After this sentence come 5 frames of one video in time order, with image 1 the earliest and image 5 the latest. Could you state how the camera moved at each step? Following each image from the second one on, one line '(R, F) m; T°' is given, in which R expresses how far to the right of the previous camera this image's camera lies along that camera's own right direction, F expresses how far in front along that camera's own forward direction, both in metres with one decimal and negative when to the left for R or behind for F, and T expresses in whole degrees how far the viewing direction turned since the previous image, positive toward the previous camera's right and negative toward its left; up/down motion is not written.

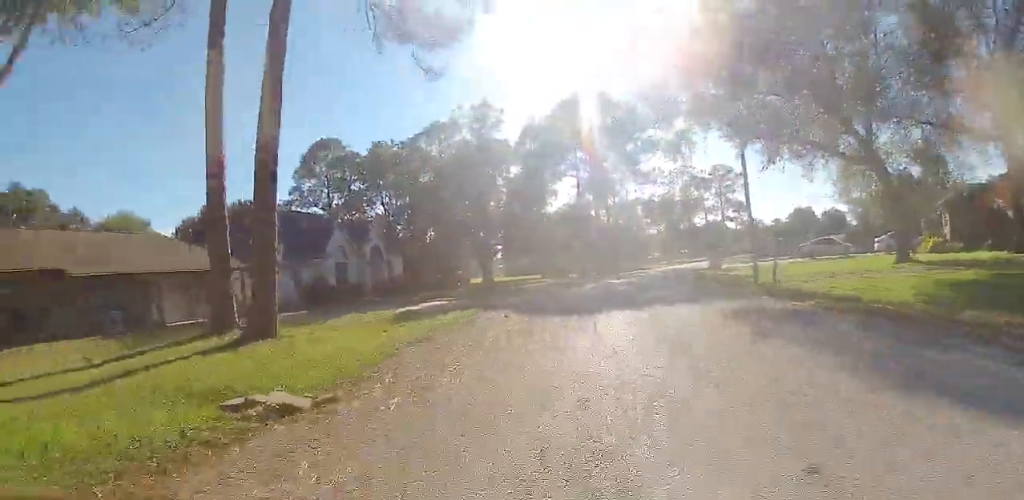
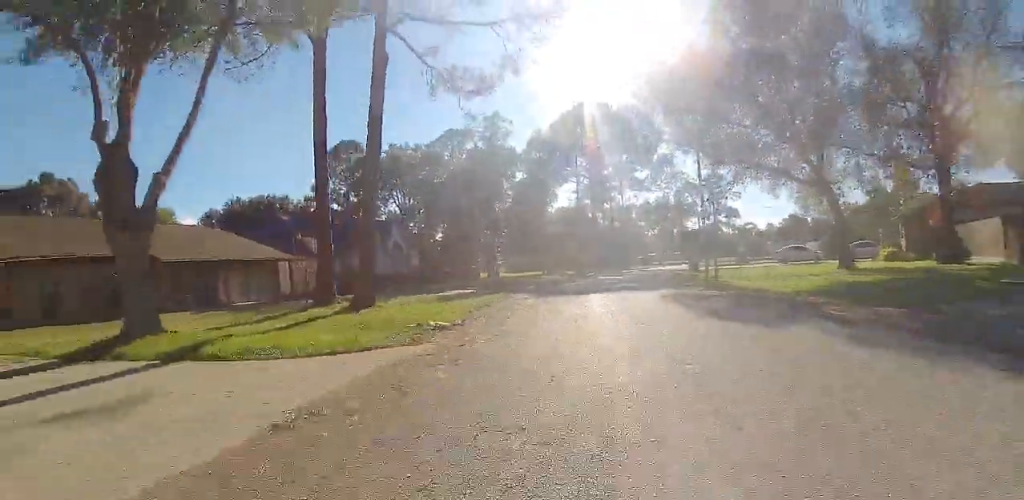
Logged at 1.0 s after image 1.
(-0.1, +5.5) m; -3°
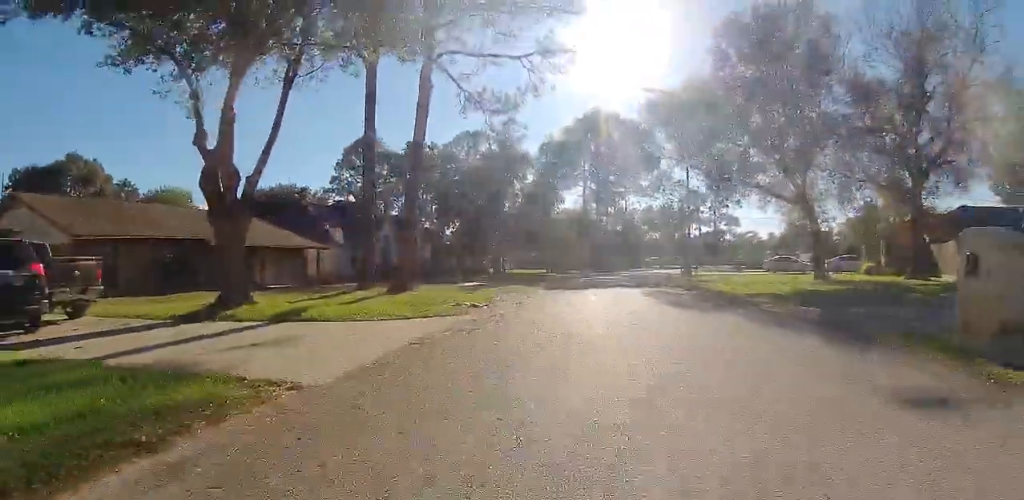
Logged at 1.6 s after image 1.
(-0.2, +3.4) m; 0°
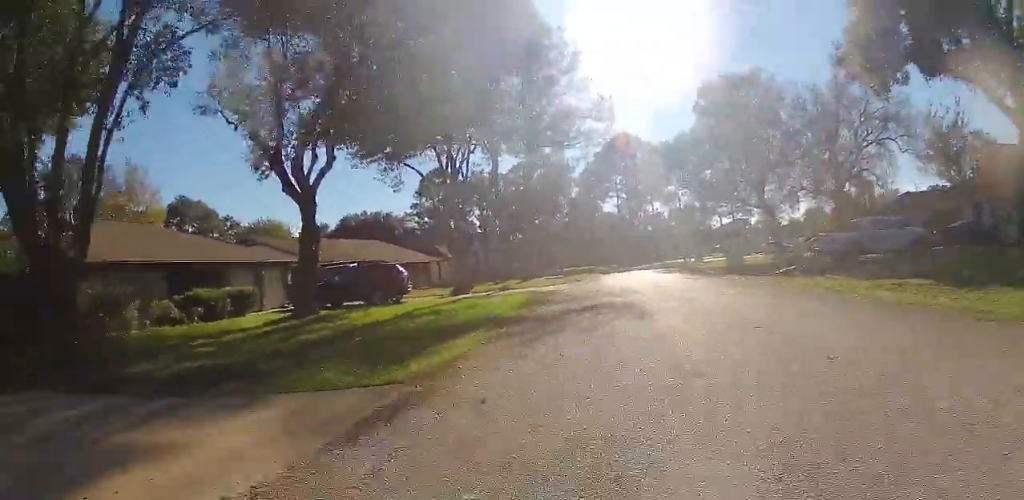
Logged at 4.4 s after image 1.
(+0.9, +16.2) m; -2°
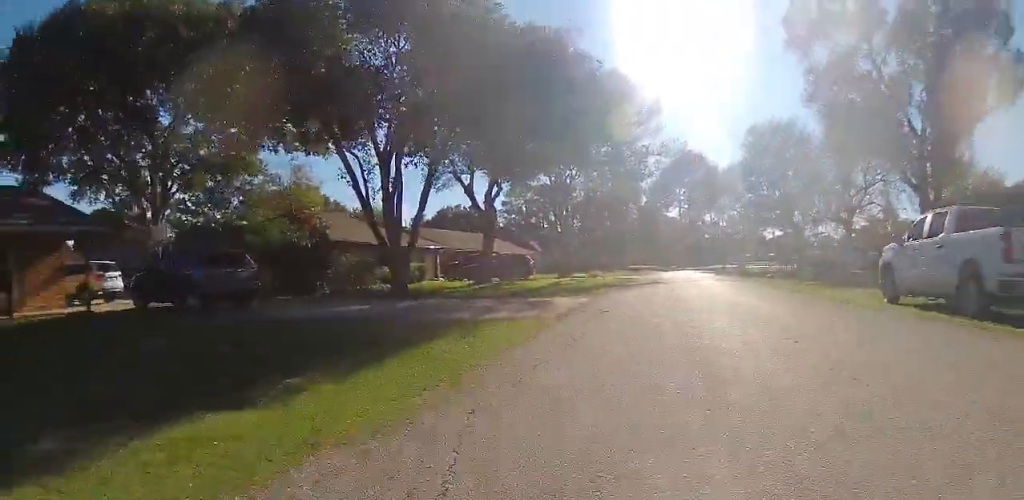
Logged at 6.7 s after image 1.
(-0.3, +13.2) m; -2°
